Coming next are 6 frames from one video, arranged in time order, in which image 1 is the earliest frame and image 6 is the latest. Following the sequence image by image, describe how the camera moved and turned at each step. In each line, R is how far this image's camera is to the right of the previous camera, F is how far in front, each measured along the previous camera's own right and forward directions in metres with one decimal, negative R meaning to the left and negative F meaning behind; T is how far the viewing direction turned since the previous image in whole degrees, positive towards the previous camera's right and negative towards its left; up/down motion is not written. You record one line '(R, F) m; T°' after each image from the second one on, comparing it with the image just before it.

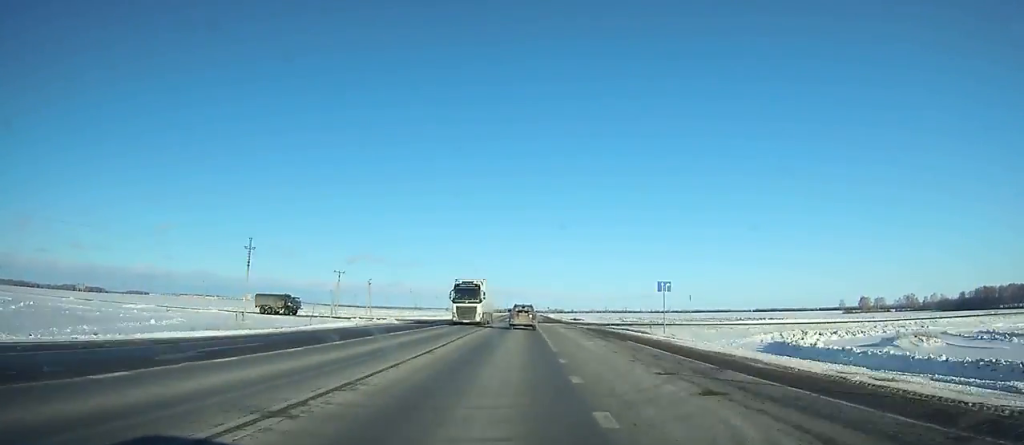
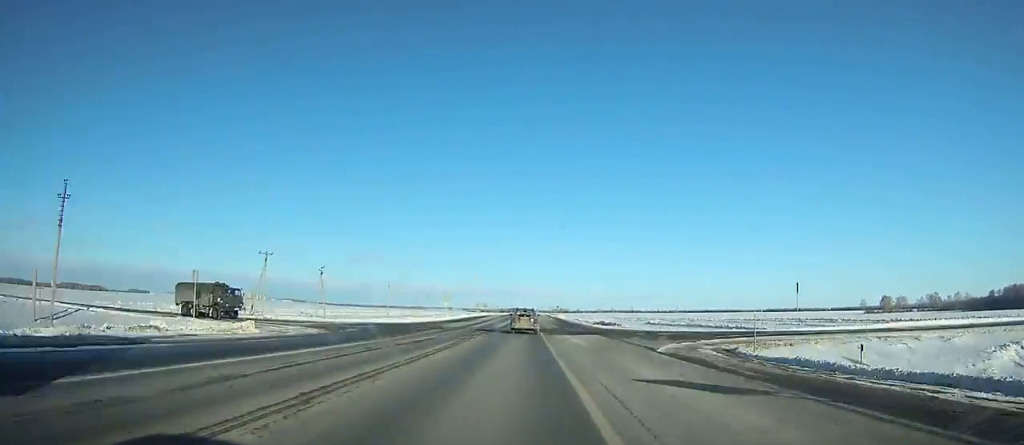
(+0.1, +36.3) m; 0°
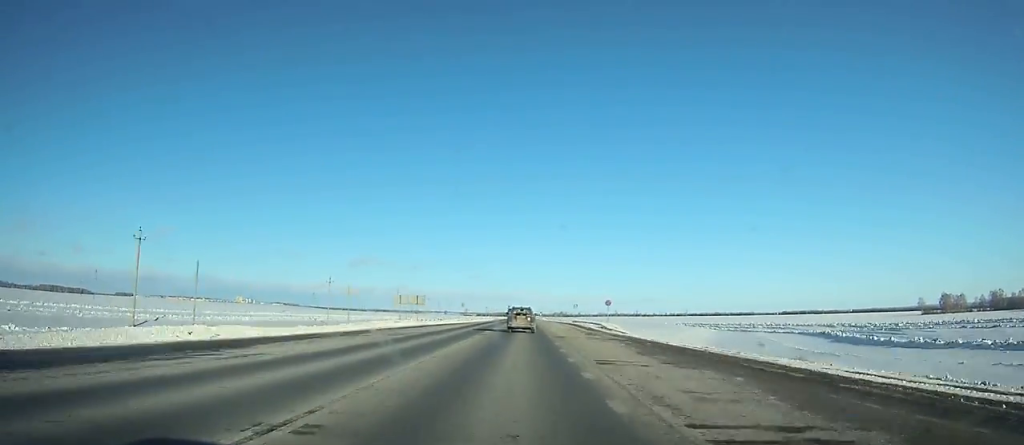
(-0.3, +103.7) m; 0°
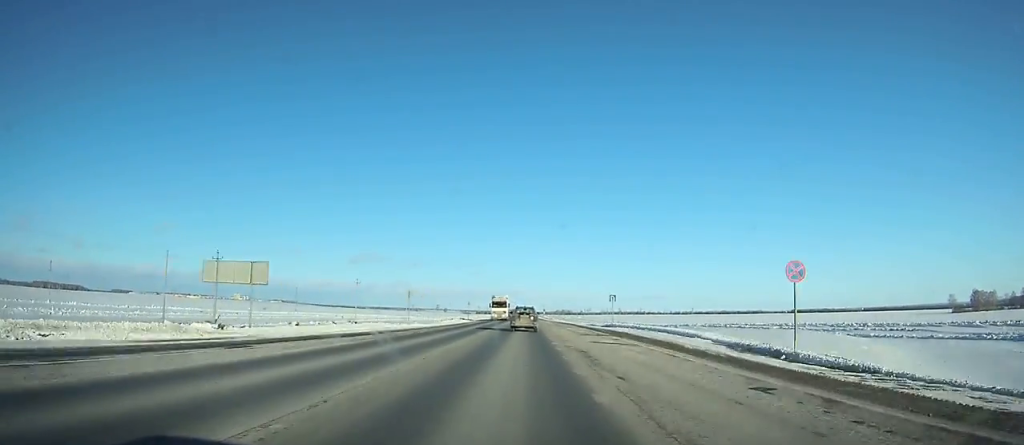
(0.0, +44.0) m; 0°
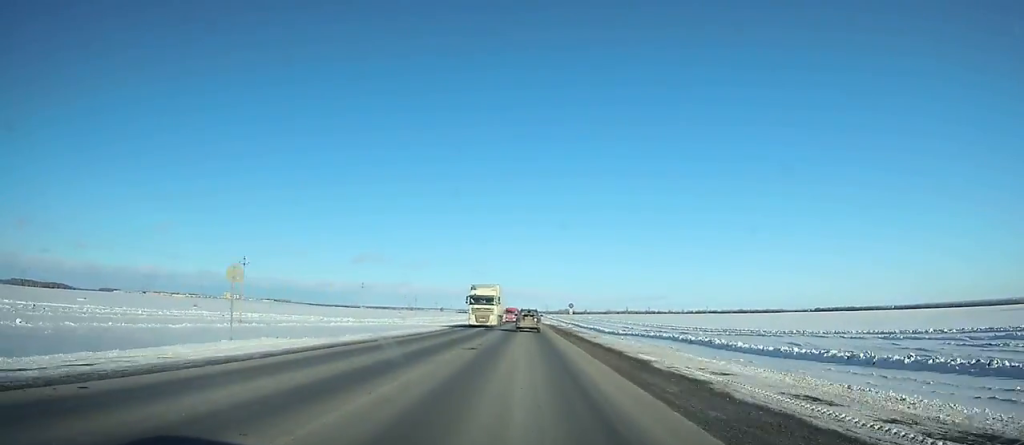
(+0.2, +111.8) m; 0°
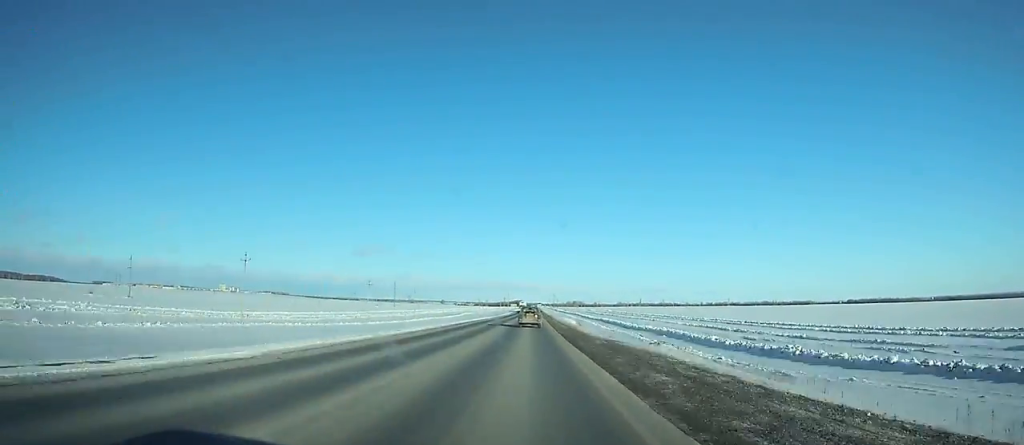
(-0.4, +110.4) m; 0°
